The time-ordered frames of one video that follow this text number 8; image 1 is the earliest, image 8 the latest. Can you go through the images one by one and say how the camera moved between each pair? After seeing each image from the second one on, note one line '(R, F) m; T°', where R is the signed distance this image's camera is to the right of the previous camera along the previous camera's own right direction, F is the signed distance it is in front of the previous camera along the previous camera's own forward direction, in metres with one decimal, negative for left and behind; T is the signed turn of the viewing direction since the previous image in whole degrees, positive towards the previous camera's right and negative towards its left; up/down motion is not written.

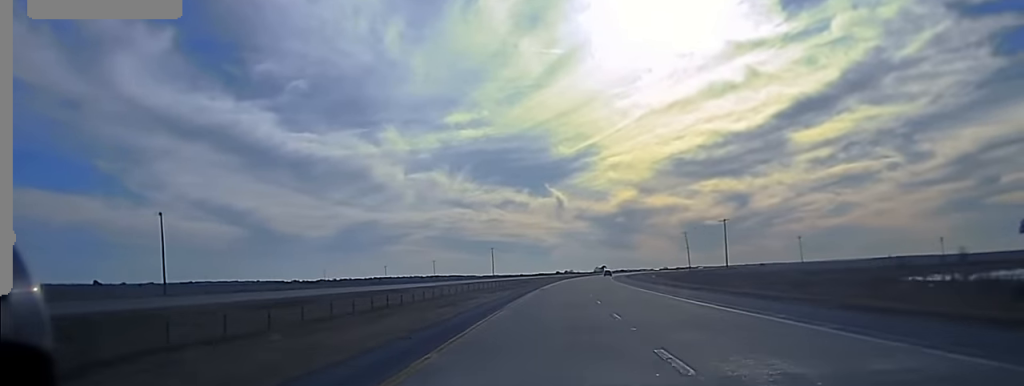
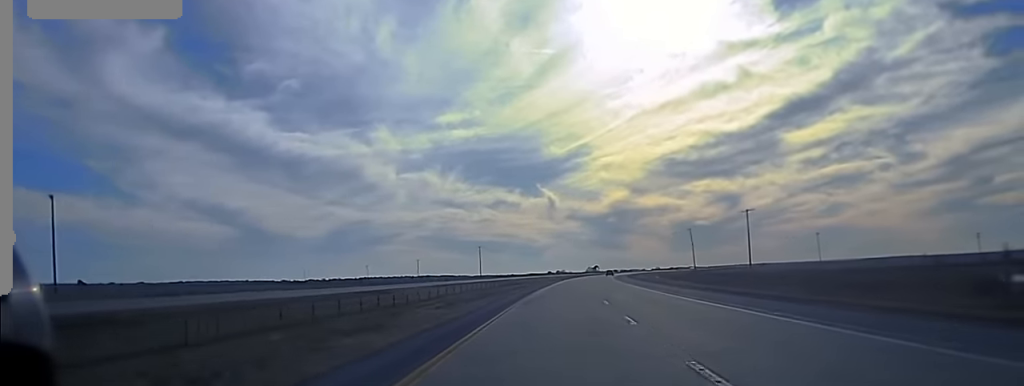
(+0.3, +25.2) m; 0°
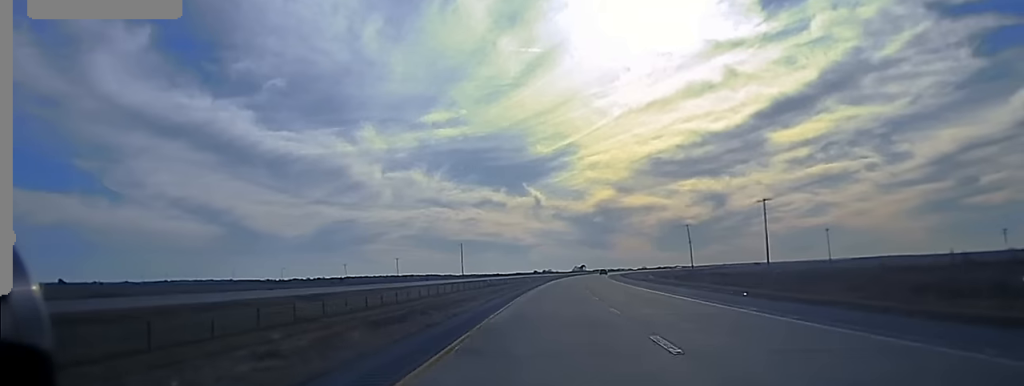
(-0.2, +20.6) m; 0°
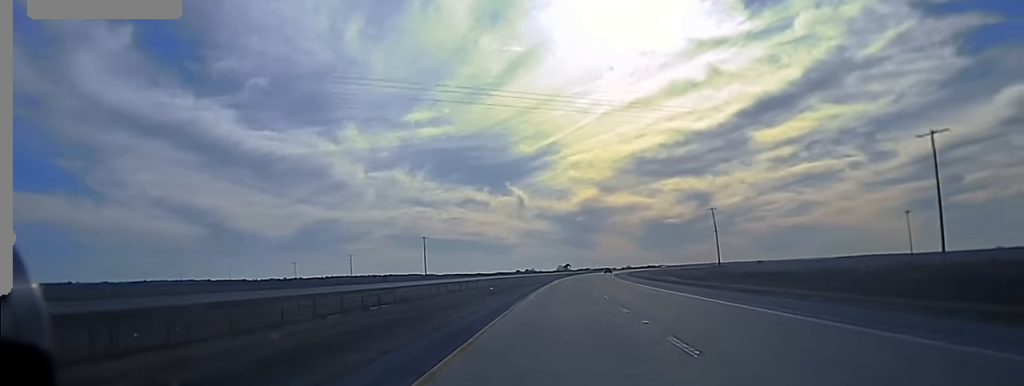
(+1.0, +60.4) m; +2°
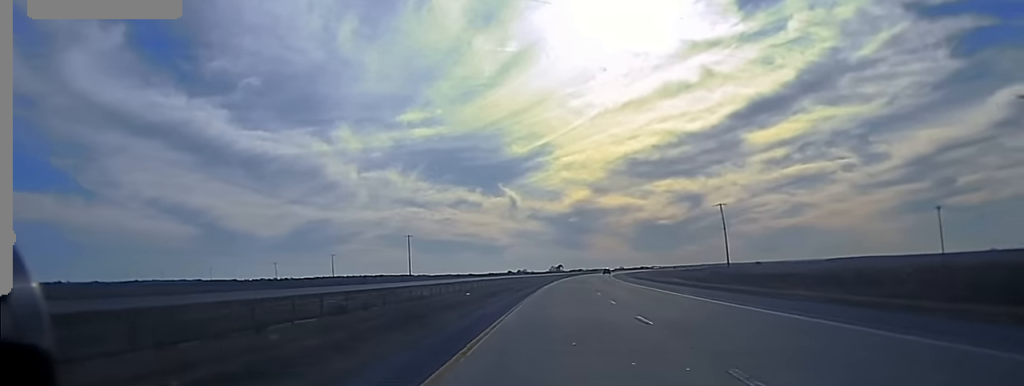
(-0.2, +19.2) m; +1°
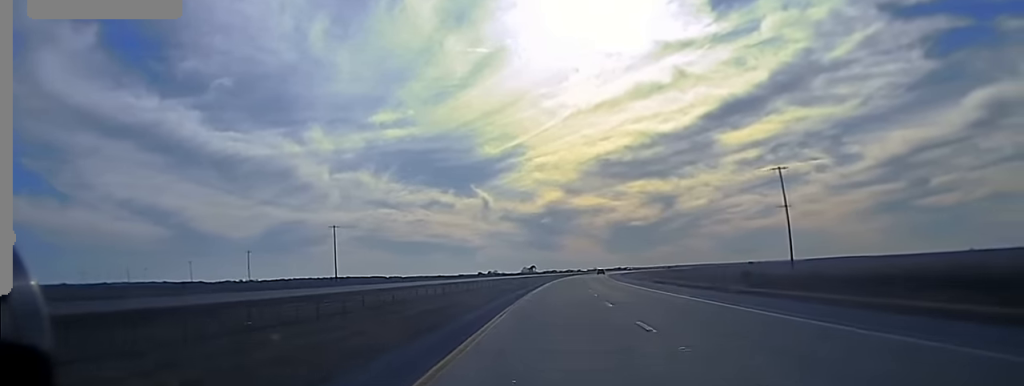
(+1.4, +62.5) m; +1°
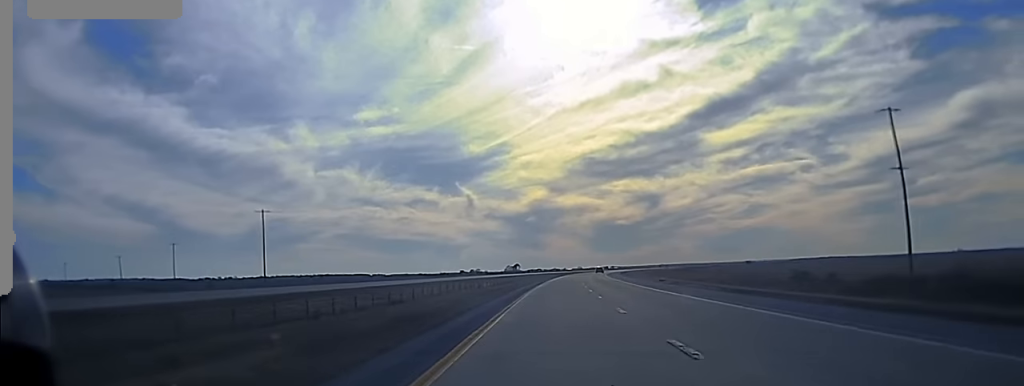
(-0.1, +40.5) m; +1°
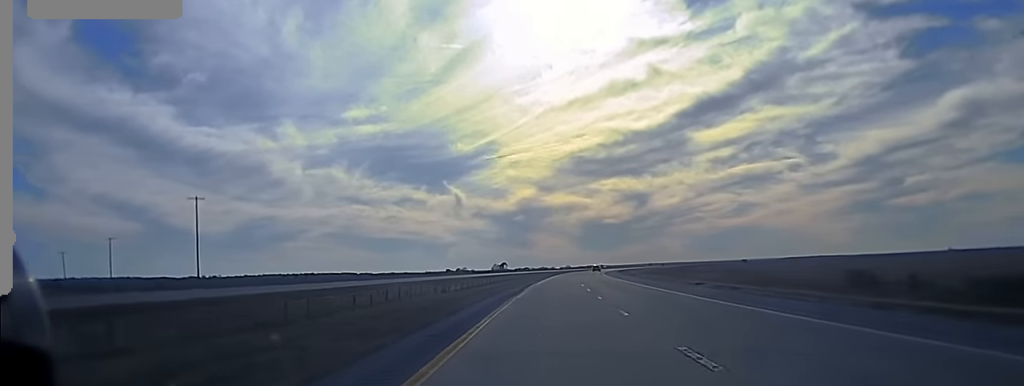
(0.0, +27.8) m; +1°
